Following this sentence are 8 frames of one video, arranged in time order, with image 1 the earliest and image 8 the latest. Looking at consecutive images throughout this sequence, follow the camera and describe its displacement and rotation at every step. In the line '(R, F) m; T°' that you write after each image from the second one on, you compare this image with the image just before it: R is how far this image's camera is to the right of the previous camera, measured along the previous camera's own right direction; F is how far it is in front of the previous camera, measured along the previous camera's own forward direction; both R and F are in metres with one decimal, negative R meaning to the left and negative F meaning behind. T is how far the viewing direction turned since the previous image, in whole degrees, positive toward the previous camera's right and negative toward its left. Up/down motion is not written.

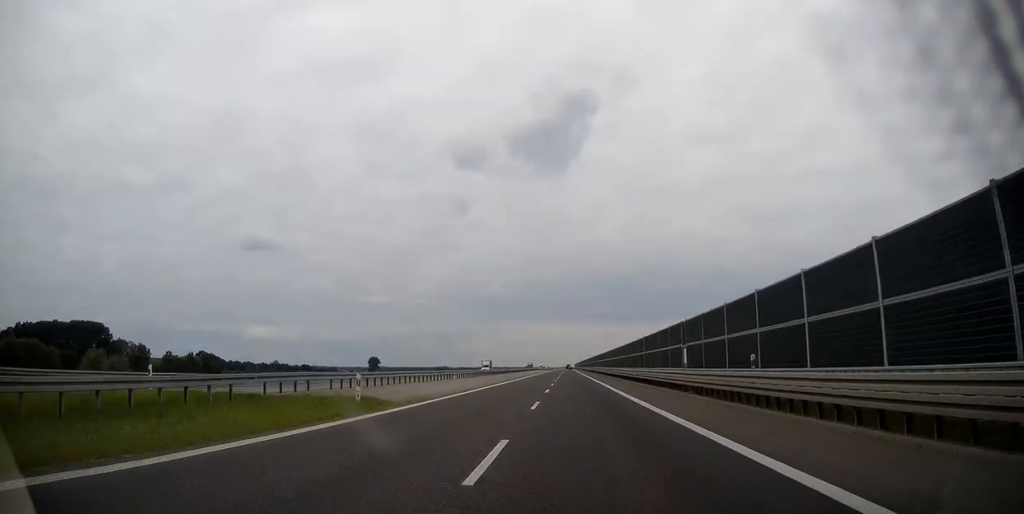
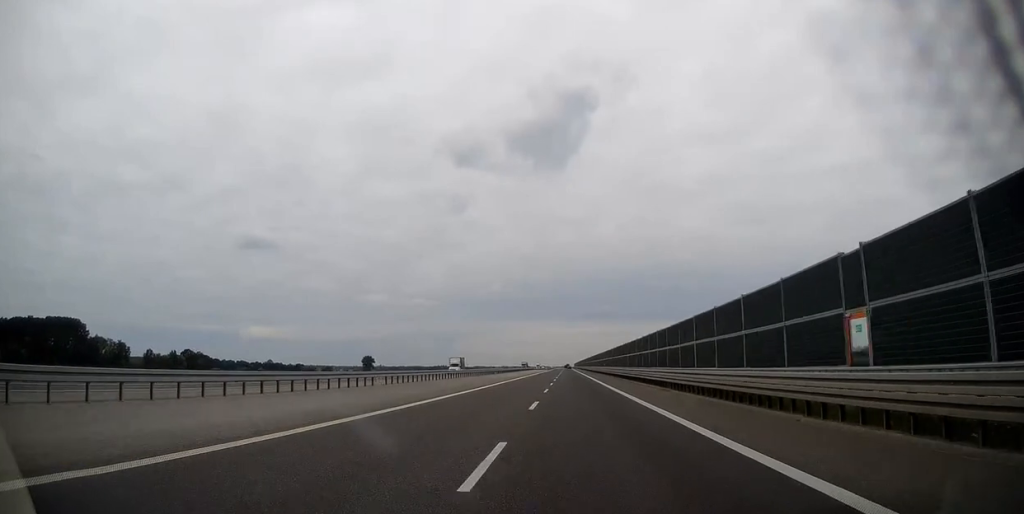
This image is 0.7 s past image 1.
(-0.1, +24.3) m; 0°
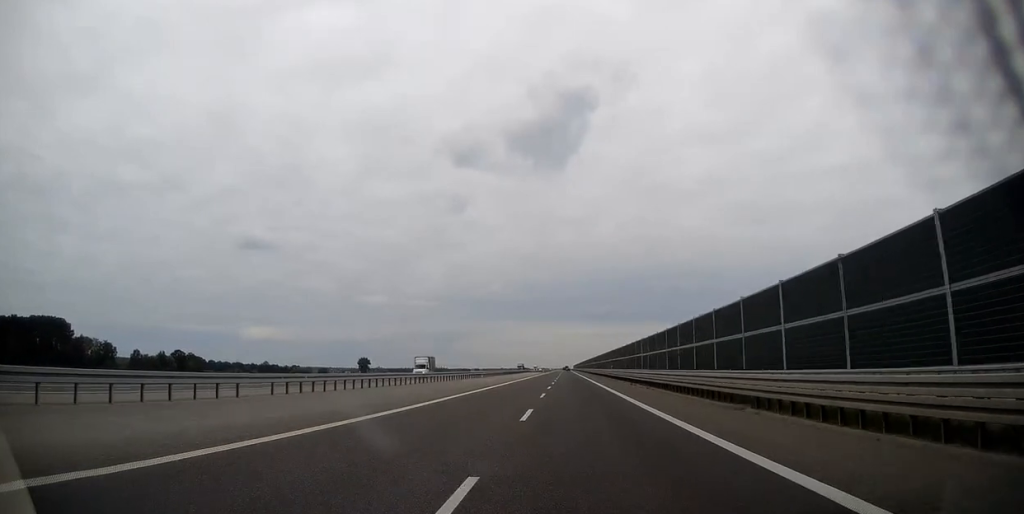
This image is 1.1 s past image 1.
(-0.2, +15.1) m; 0°
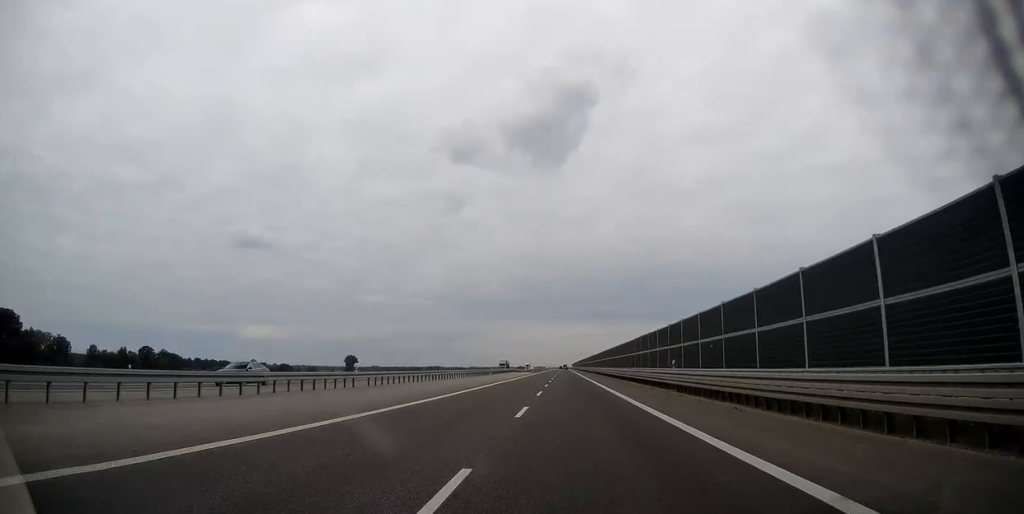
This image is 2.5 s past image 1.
(+0.3, +47.6) m; 0°
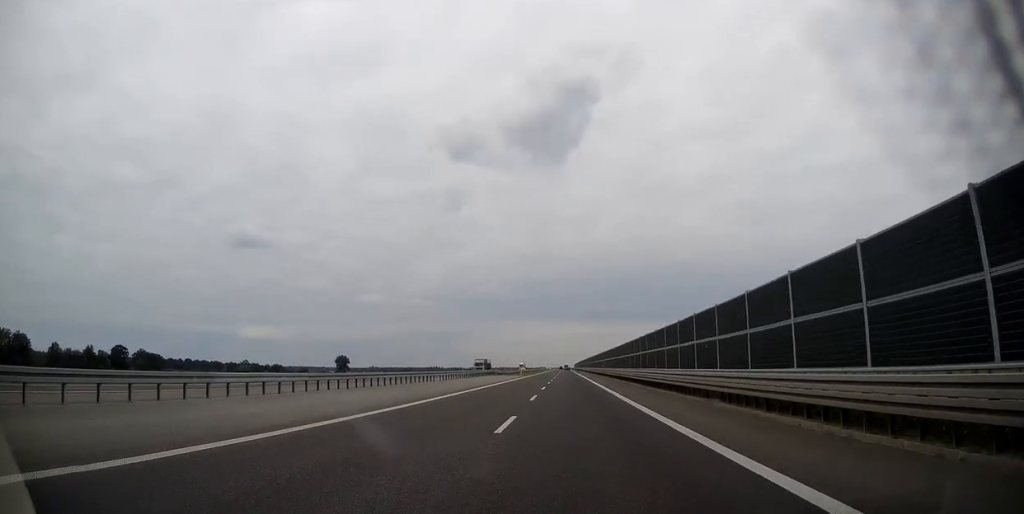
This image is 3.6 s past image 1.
(-0.2, +39.5) m; 0°
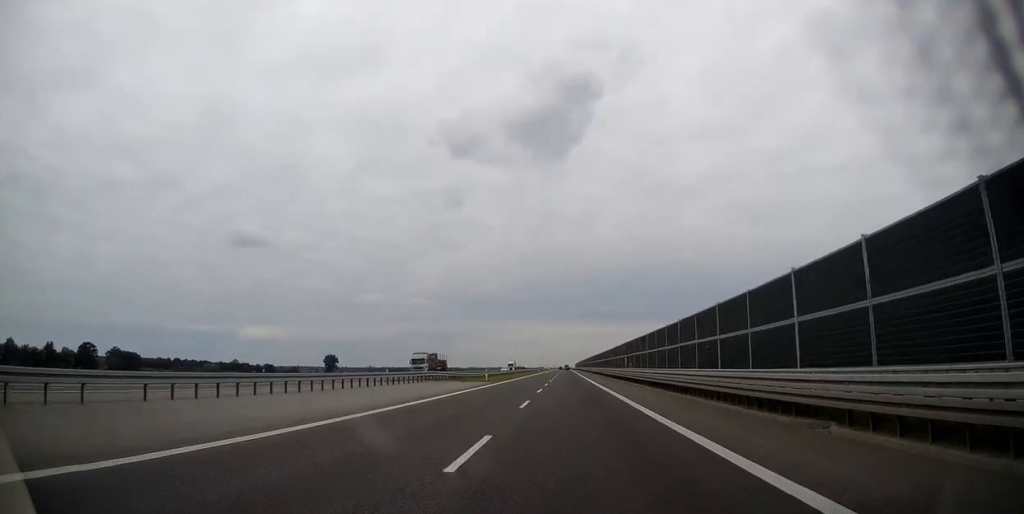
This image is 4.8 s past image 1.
(+0.2, +40.7) m; 0°
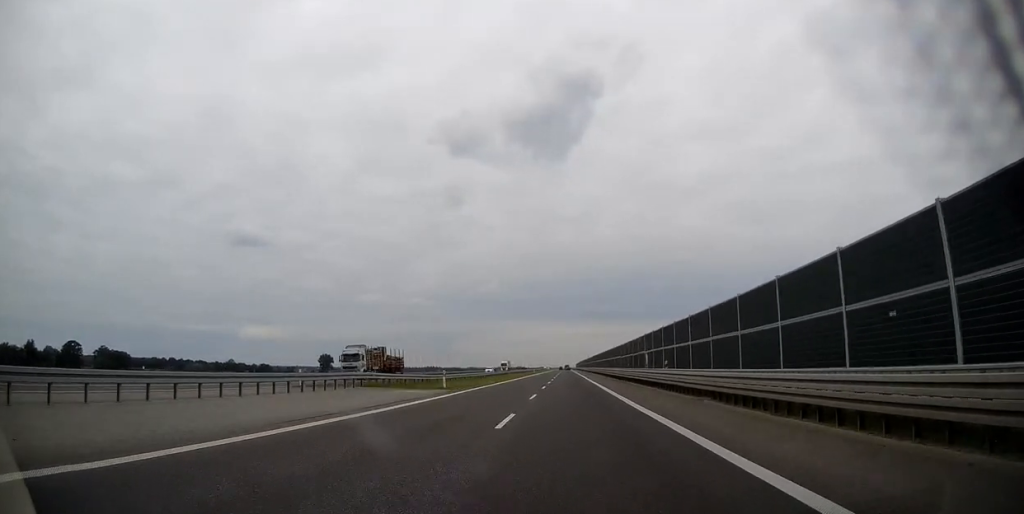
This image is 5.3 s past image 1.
(+0.1, +18.6) m; 0°
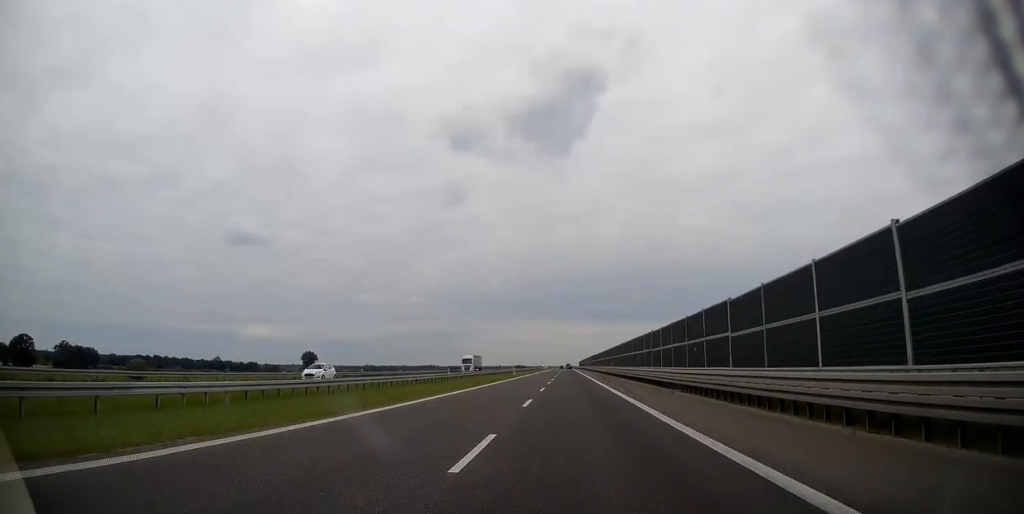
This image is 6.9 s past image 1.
(-0.5, +53.4) m; 0°
